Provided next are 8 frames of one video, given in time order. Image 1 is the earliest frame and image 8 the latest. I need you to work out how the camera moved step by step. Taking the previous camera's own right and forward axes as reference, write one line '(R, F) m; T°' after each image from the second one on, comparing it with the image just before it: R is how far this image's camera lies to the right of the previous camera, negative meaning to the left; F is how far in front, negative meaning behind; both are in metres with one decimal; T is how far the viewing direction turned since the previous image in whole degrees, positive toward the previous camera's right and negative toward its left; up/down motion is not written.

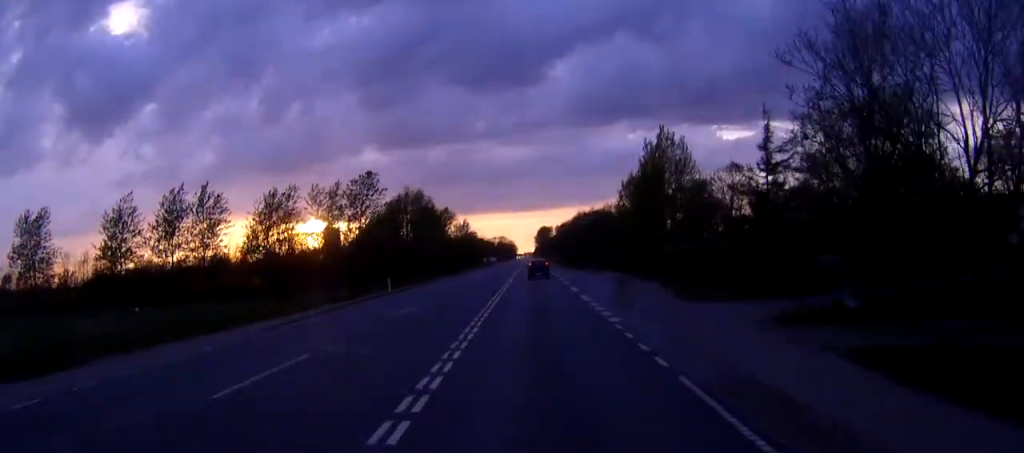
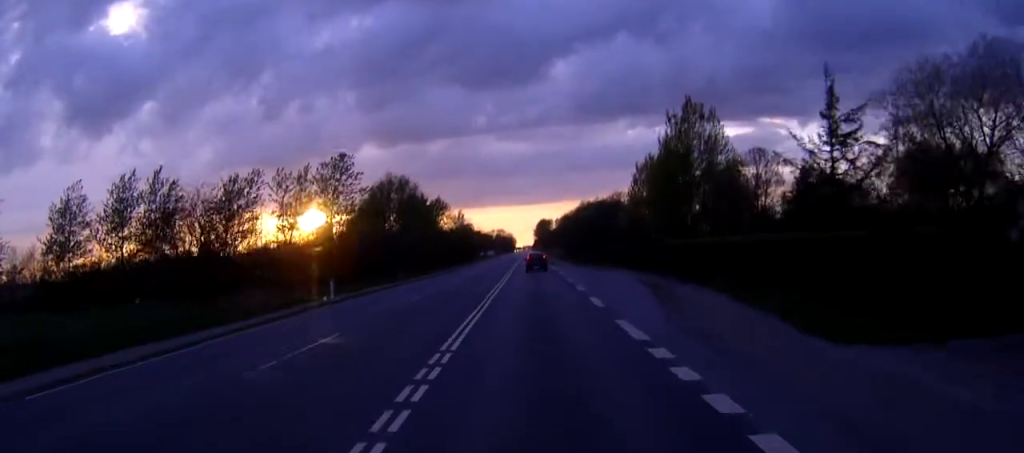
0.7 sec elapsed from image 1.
(0.0, +13.5) m; 0°
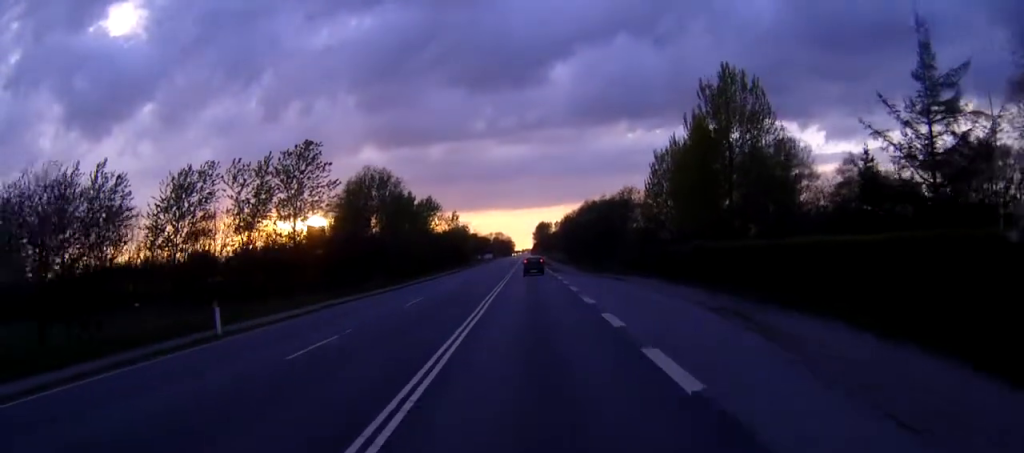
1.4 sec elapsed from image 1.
(+0.1, +12.9) m; 0°
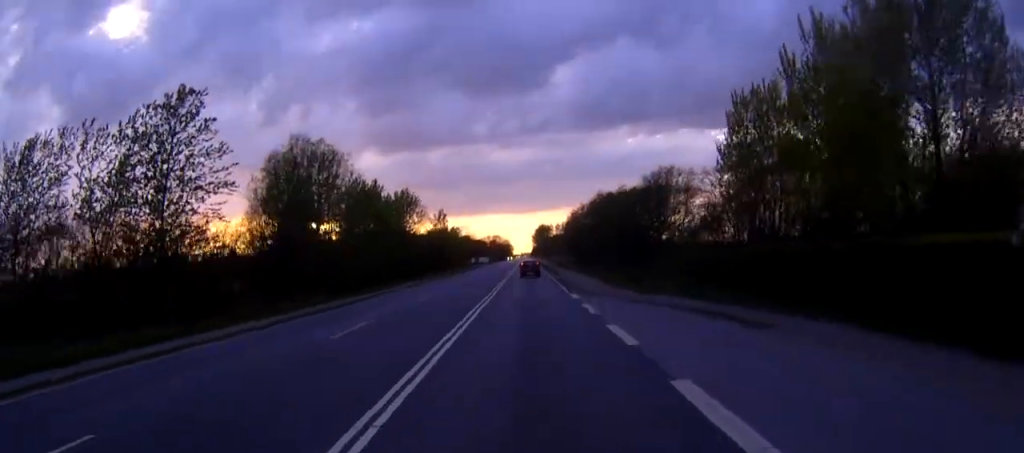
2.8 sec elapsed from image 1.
(0.0, +27.1) m; 0°
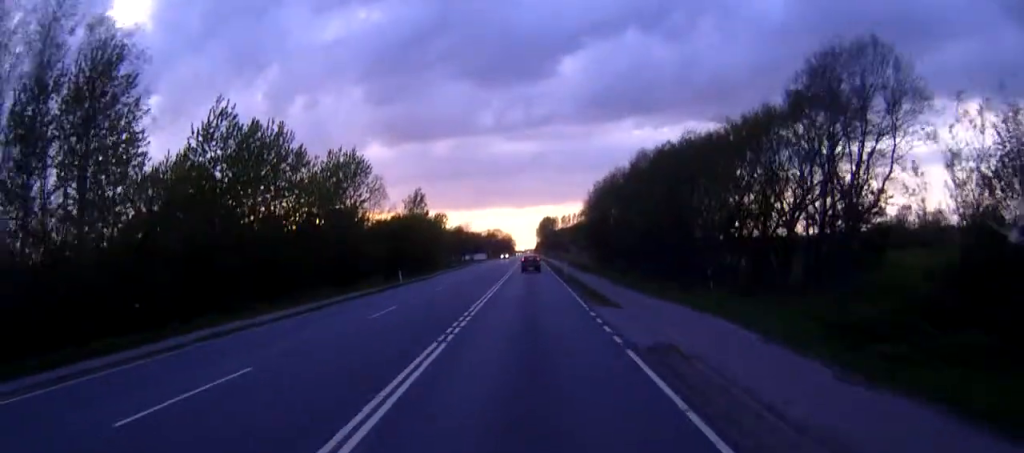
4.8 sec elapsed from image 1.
(-0.2, +39.8) m; -1°
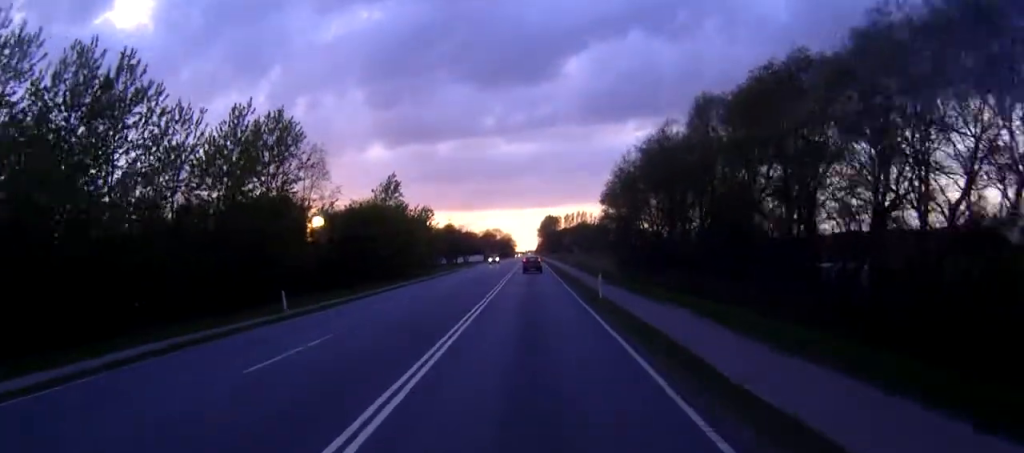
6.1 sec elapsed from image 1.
(0.0, +25.8) m; 0°
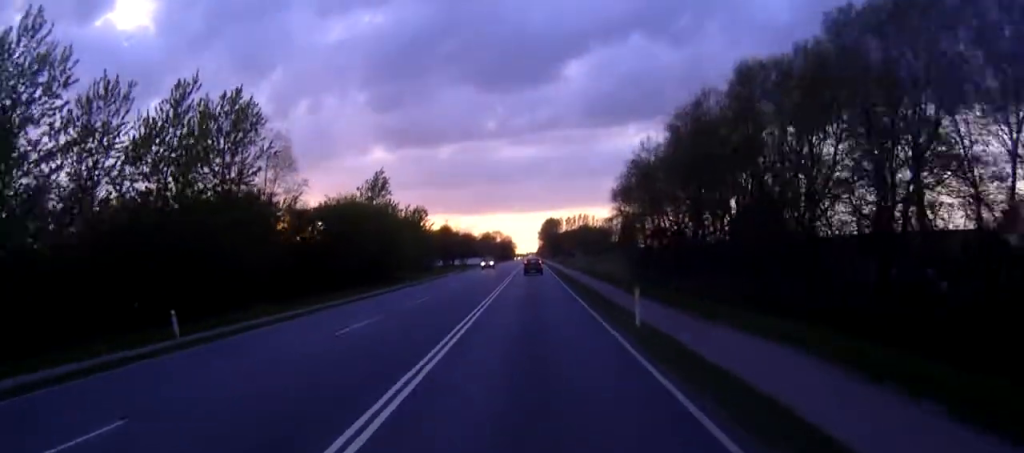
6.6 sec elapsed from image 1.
(0.0, +9.3) m; 0°
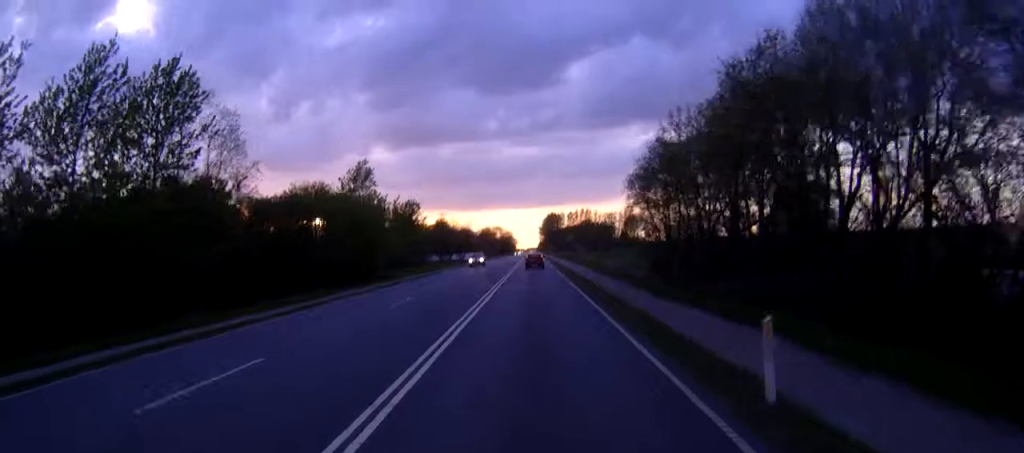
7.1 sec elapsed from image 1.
(0.0, +10.1) m; 0°
